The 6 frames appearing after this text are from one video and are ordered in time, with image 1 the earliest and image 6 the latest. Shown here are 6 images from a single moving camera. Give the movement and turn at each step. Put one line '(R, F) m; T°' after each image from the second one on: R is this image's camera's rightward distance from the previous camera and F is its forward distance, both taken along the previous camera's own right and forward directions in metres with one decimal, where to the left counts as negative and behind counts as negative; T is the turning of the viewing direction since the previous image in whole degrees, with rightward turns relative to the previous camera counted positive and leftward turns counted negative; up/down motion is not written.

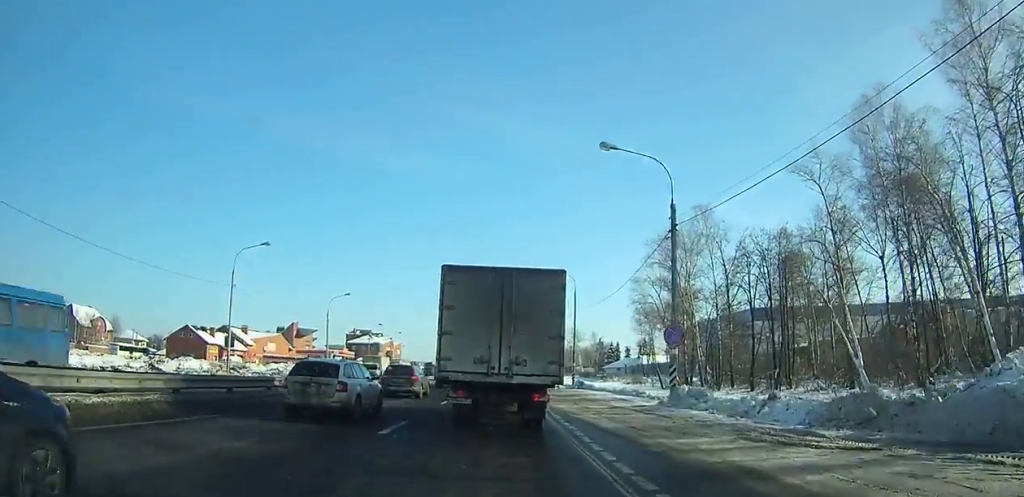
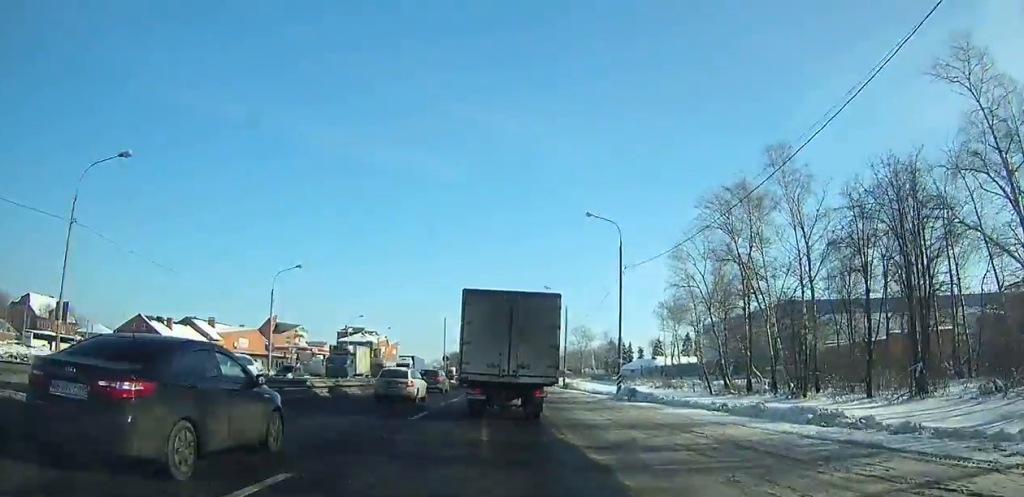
(-0.2, +20.5) m; -1°
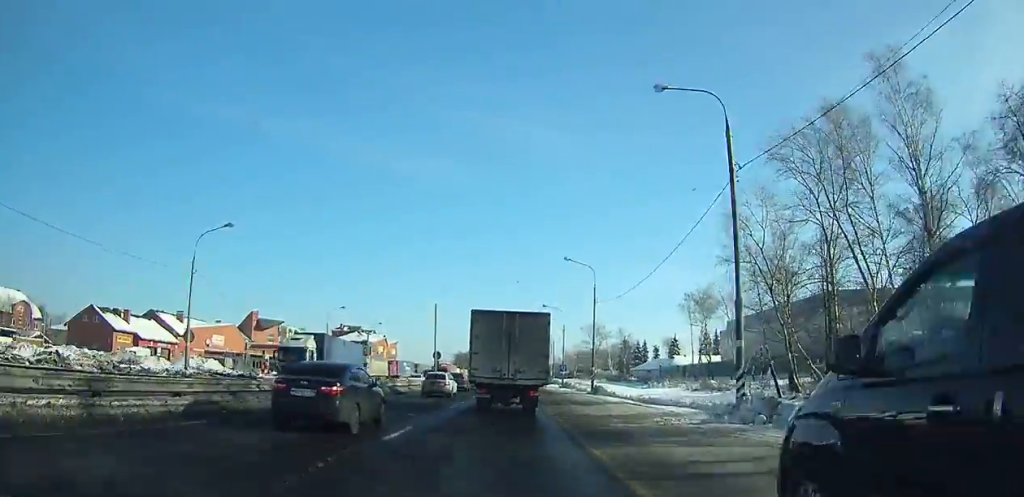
(-0.2, +16.0) m; +1°
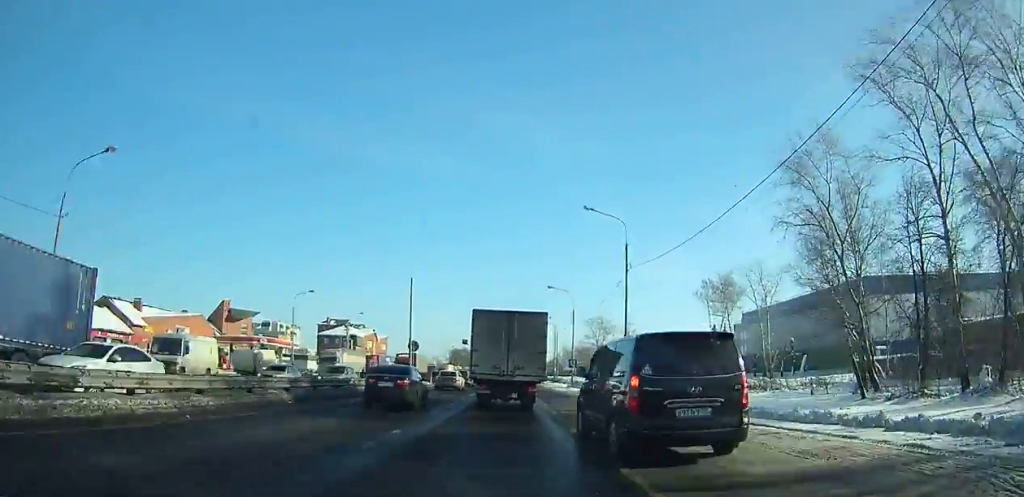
(+0.3, +13.5) m; +1°
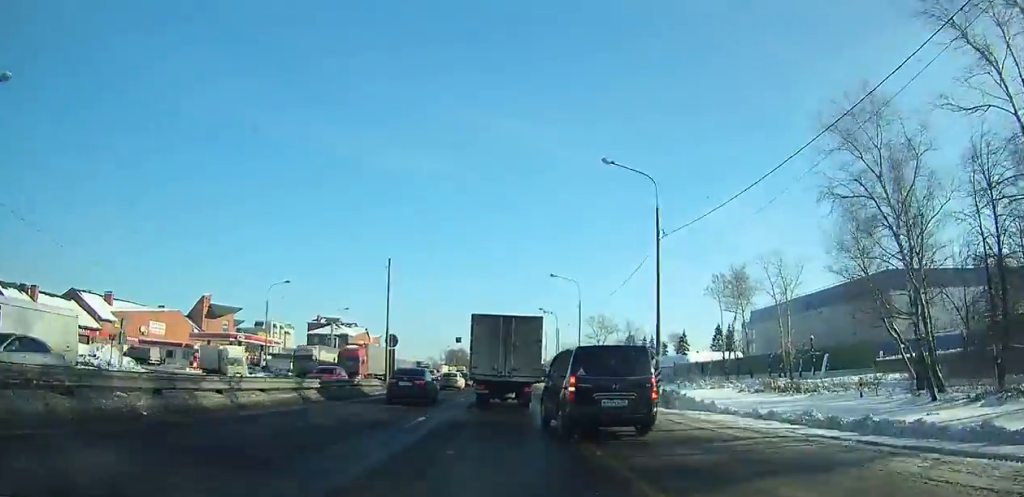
(+0.1, +8.0) m; +1°
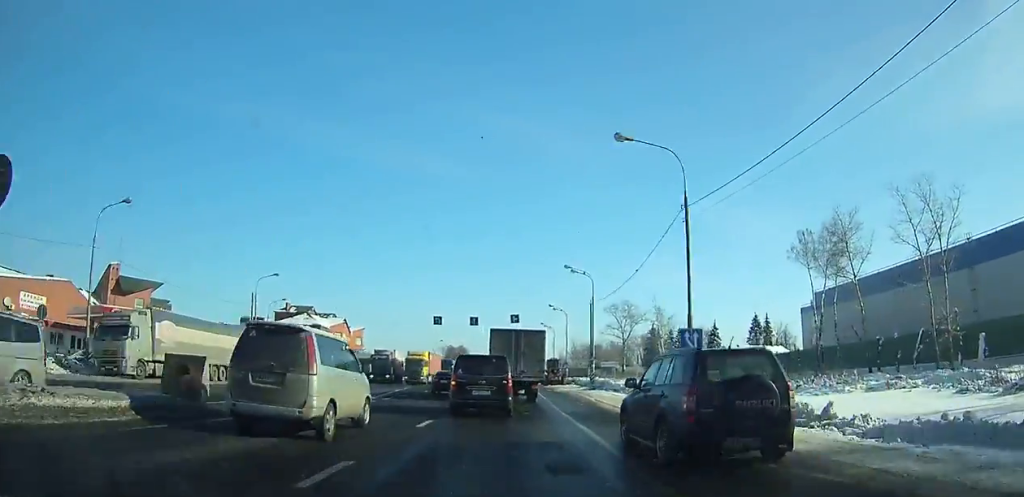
(+0.3, +35.3) m; 0°
